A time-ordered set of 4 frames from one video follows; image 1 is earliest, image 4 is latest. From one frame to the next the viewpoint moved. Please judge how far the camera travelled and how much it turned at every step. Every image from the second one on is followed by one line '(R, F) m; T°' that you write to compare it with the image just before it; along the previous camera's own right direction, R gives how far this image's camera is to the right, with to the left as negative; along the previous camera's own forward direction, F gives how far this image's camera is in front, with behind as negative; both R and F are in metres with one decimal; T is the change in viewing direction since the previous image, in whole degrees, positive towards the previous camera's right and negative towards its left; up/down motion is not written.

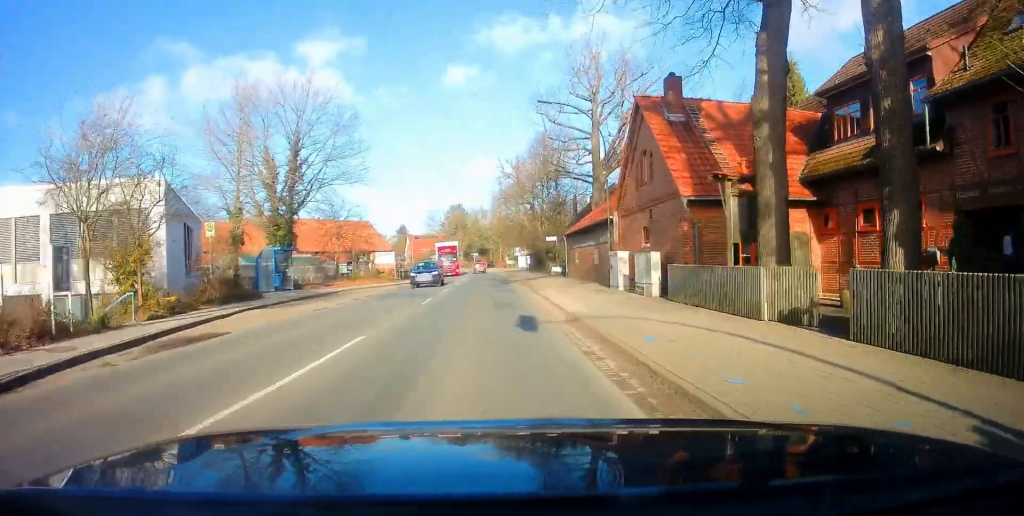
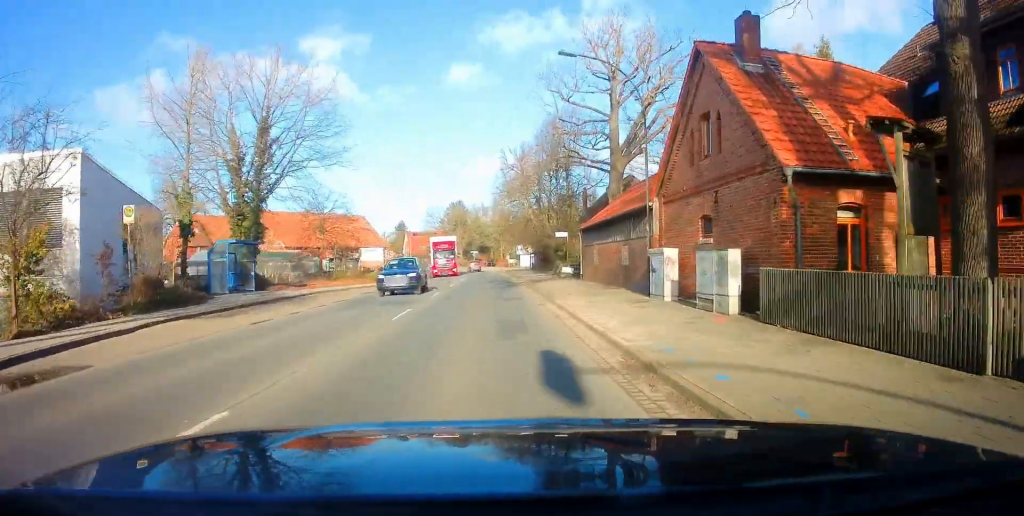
(-0.2, +5.9) m; 0°
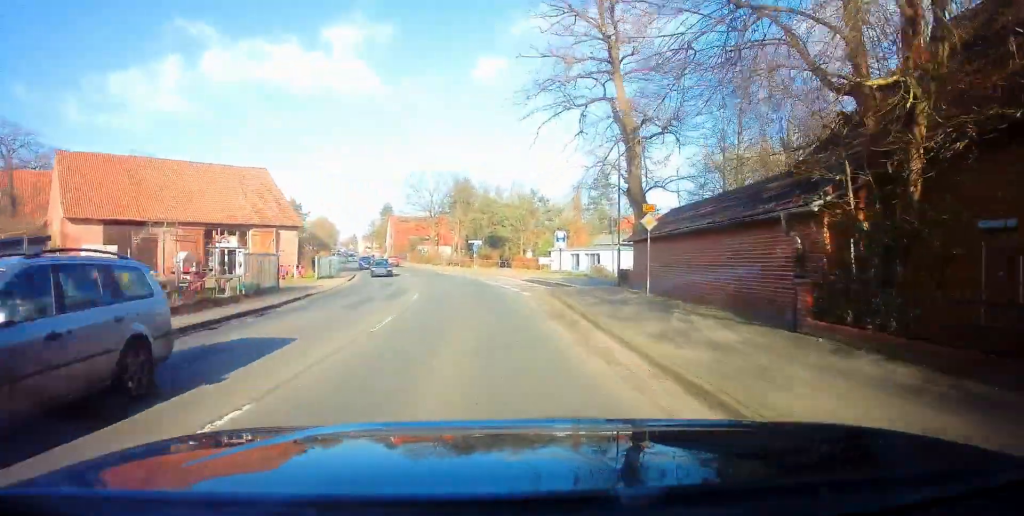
(-0.4, +47.9) m; -1°
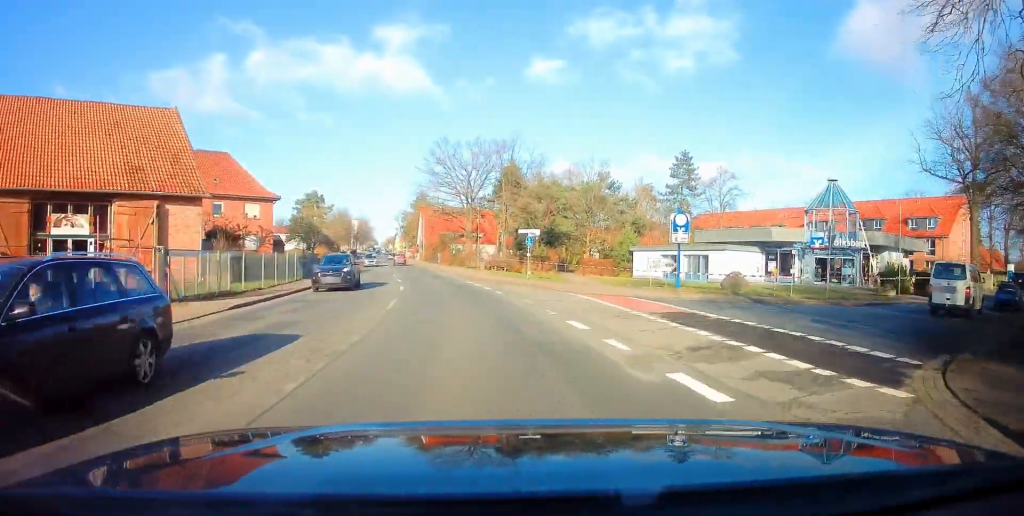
(-0.5, +23.0) m; -5°
